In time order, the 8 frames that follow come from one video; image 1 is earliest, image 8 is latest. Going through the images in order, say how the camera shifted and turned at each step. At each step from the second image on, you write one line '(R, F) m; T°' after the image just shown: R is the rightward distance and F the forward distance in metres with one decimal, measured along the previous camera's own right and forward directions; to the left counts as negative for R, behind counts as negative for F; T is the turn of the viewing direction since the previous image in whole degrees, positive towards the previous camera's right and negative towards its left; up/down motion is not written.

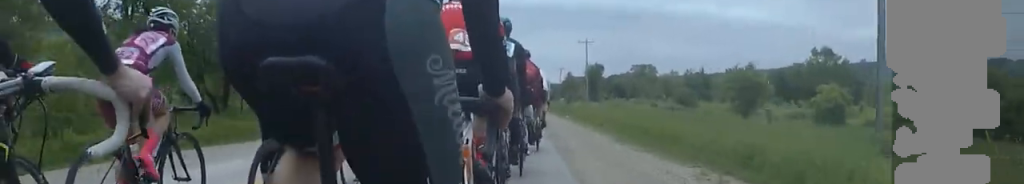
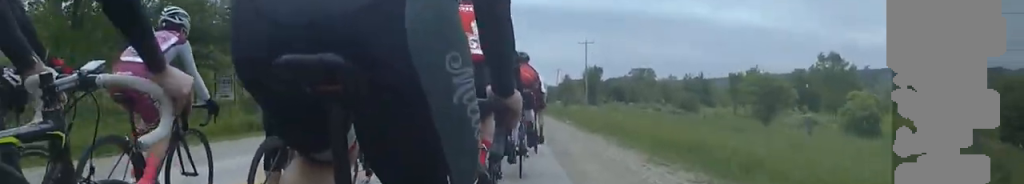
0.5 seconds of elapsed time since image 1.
(-0.1, +4.8) m; 0°
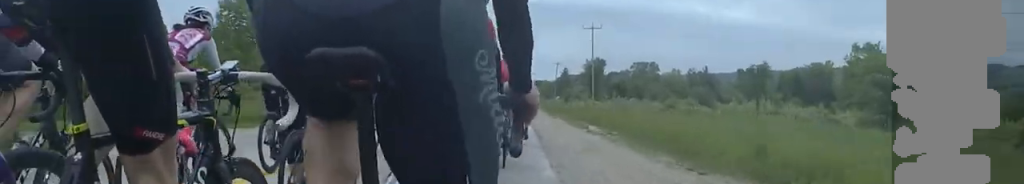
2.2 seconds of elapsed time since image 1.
(0.0, +16.3) m; -1°
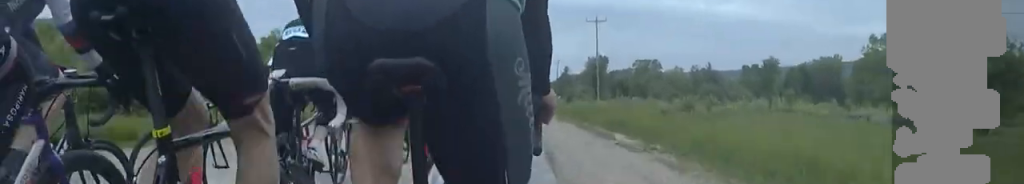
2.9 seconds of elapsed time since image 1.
(+0.3, +7.1) m; 0°
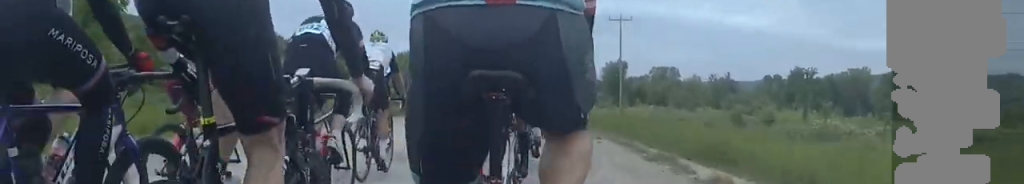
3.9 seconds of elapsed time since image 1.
(-0.1, +10.3) m; +1°
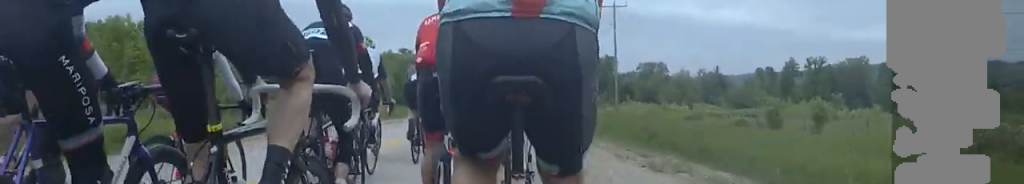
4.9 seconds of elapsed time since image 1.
(+0.2, +9.3) m; 0°
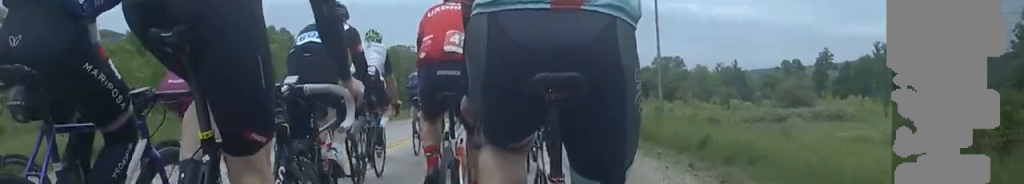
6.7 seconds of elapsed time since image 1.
(-1.0, +17.2) m; -3°
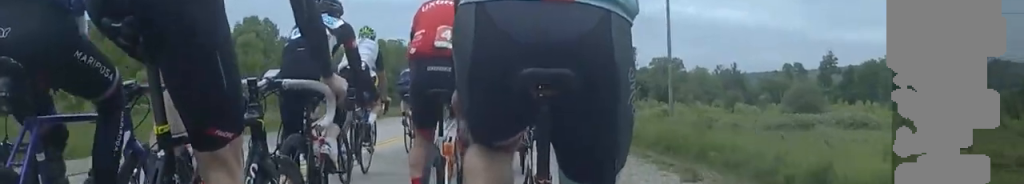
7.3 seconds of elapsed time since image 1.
(-0.3, +4.7) m; +4°
